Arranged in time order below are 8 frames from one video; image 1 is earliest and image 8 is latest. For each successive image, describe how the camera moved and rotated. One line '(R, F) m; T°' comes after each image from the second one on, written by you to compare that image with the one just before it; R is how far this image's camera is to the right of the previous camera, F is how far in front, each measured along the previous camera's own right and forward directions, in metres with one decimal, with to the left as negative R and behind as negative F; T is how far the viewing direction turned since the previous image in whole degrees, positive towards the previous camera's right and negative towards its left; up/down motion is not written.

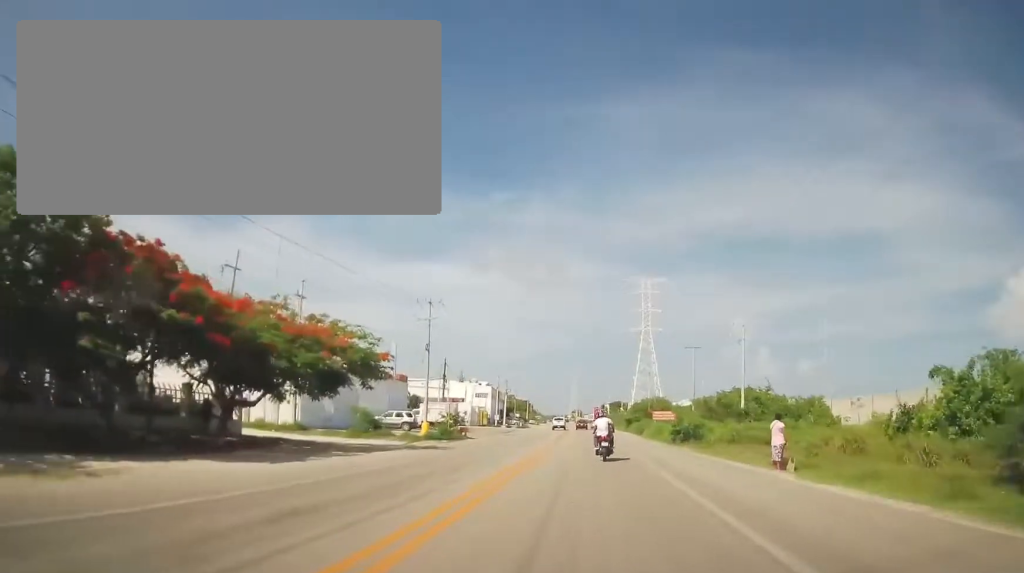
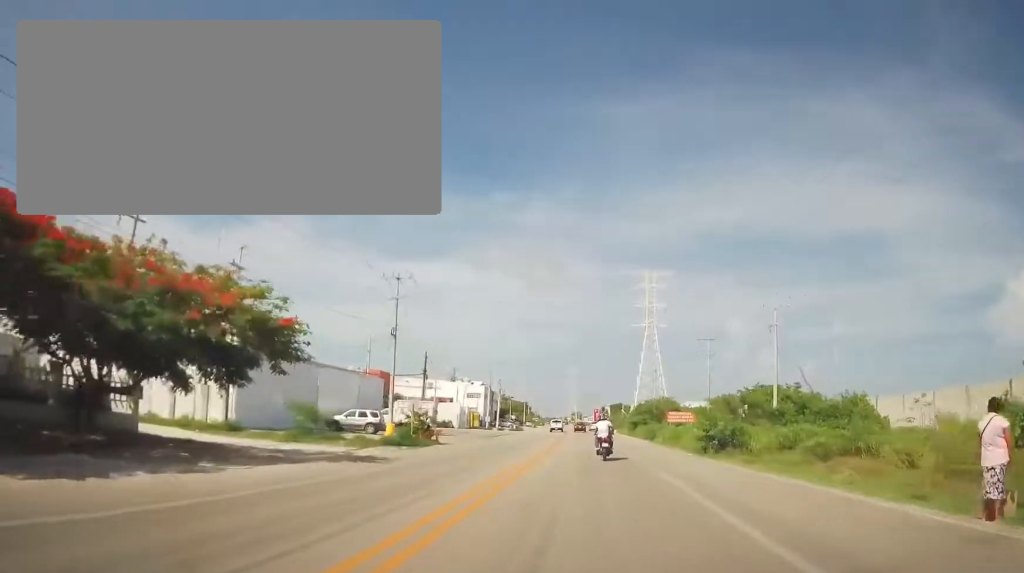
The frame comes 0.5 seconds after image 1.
(+0.3, +8.8) m; +1°
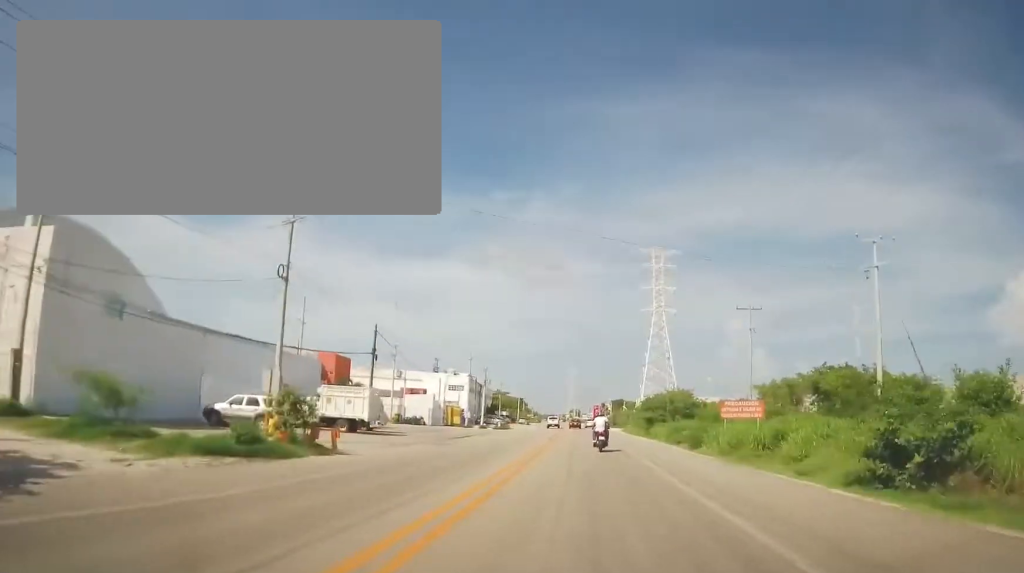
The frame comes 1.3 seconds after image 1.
(+0.7, +15.5) m; +1°
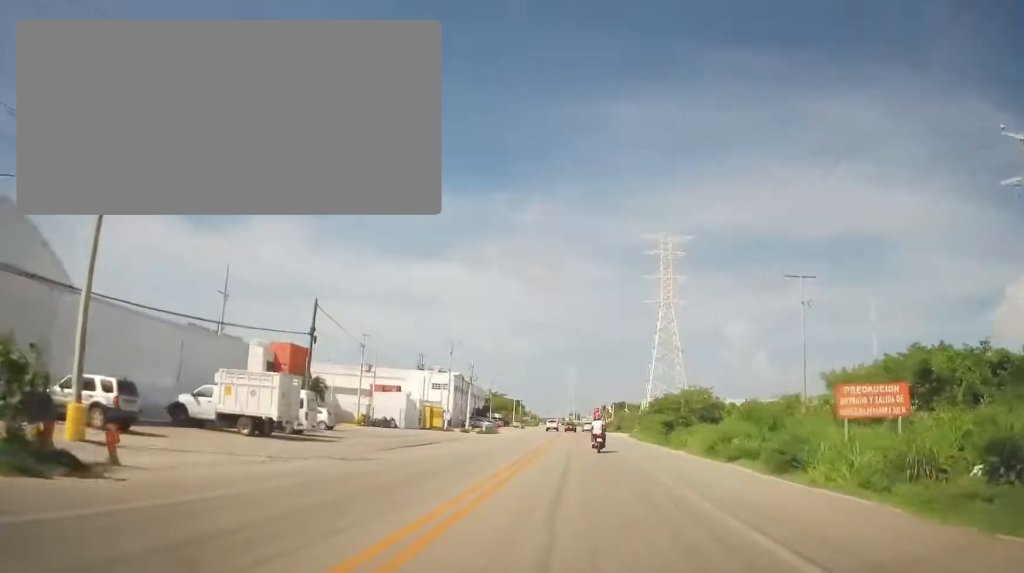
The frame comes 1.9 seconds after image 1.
(-0.4, +11.4) m; -2°
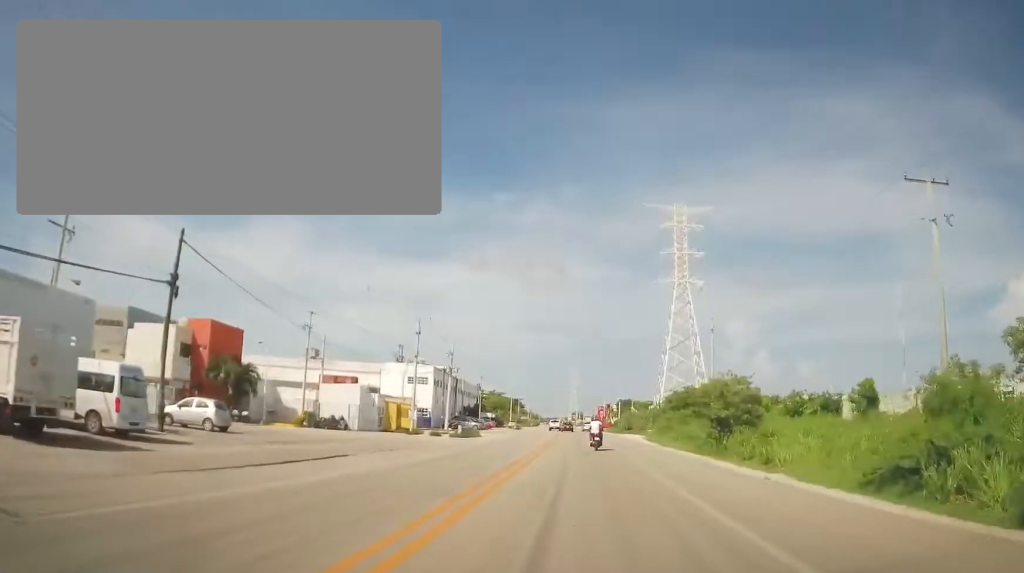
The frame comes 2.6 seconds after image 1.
(-0.3, +14.3) m; -1°
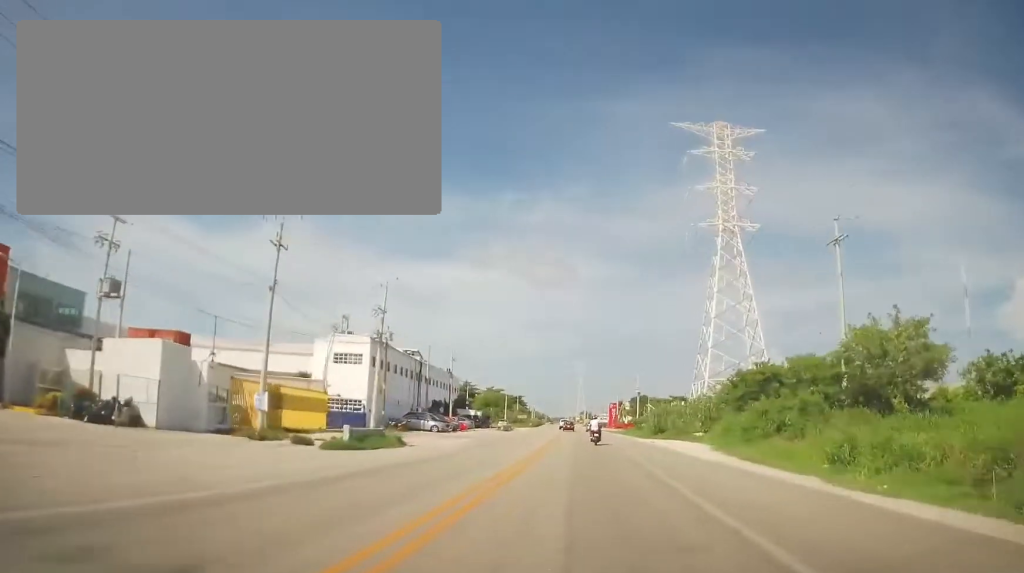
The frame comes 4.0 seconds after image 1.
(+0.1, +26.3) m; +1°
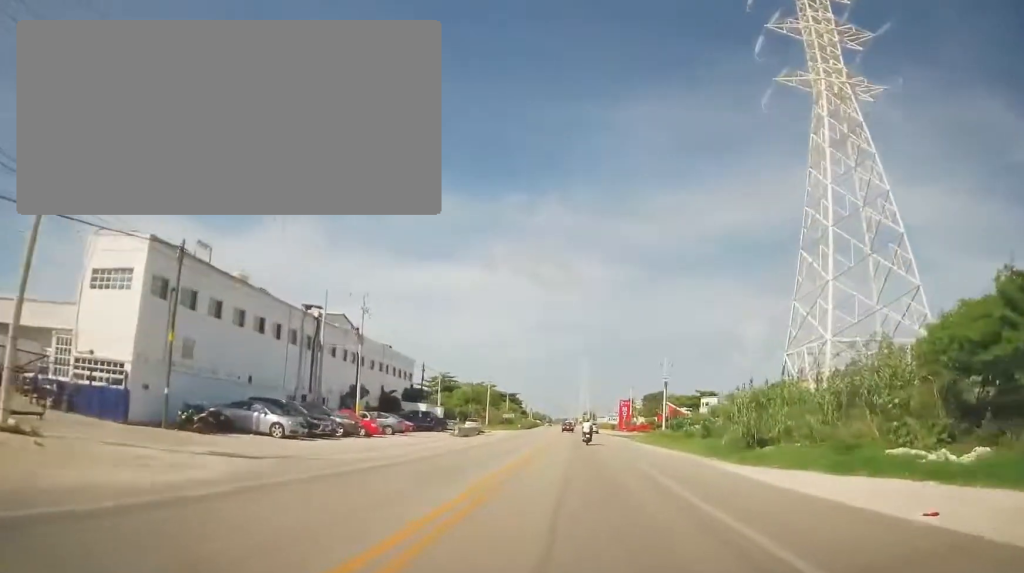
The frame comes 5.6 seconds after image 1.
(+0.3, +30.0) m; 0°
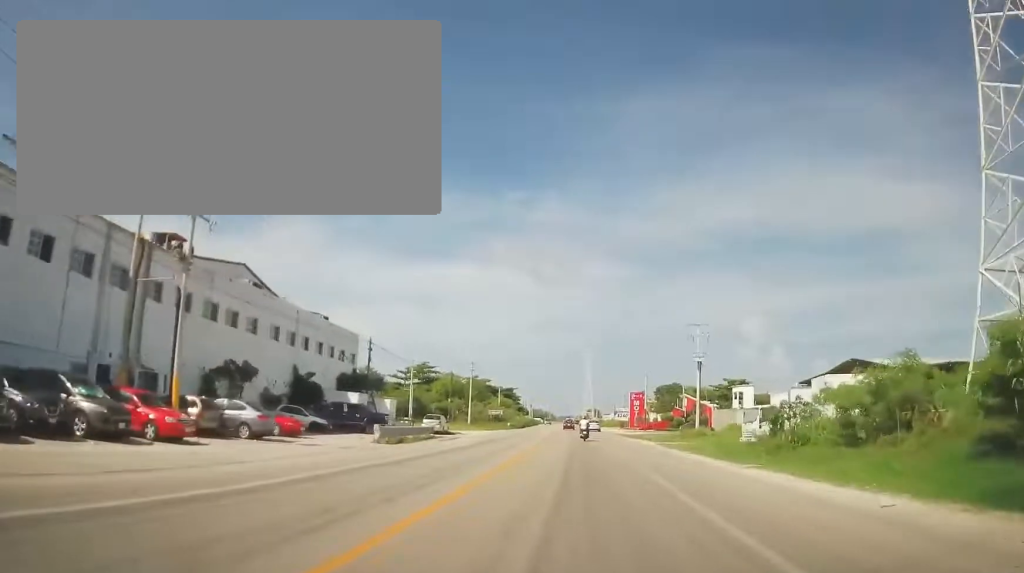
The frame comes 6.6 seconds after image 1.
(-0.2, +19.5) m; 0°
